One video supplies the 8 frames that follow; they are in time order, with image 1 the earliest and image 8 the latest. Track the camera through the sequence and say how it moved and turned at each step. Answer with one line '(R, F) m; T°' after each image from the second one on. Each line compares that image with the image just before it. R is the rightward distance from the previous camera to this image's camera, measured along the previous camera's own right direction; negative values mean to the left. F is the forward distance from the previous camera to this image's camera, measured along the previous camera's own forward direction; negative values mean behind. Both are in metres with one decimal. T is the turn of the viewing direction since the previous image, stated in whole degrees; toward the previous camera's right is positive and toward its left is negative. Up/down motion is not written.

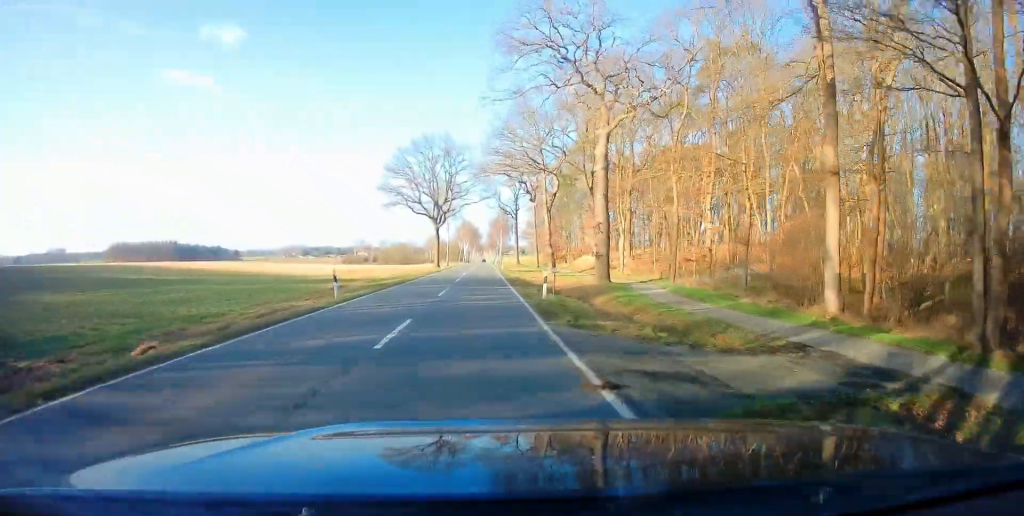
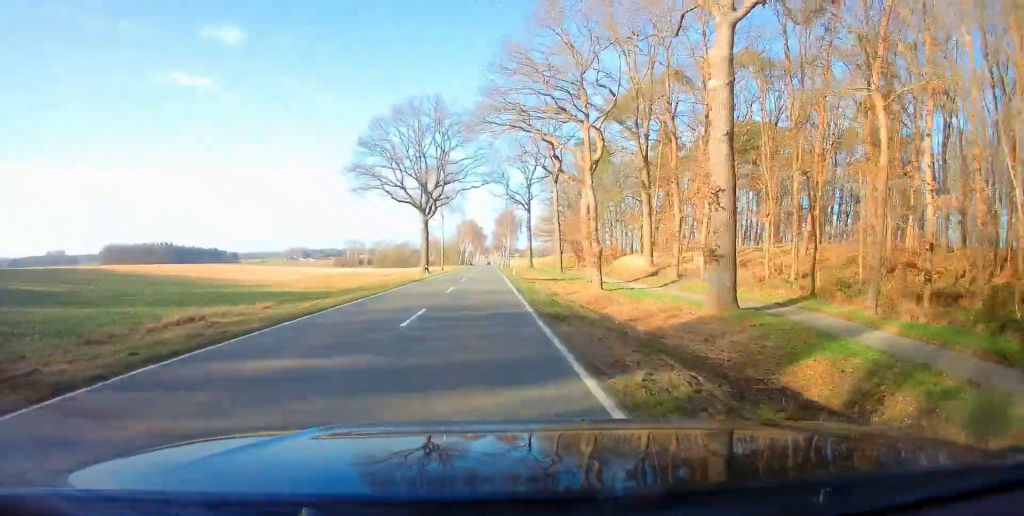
(0.0, +21.0) m; 0°
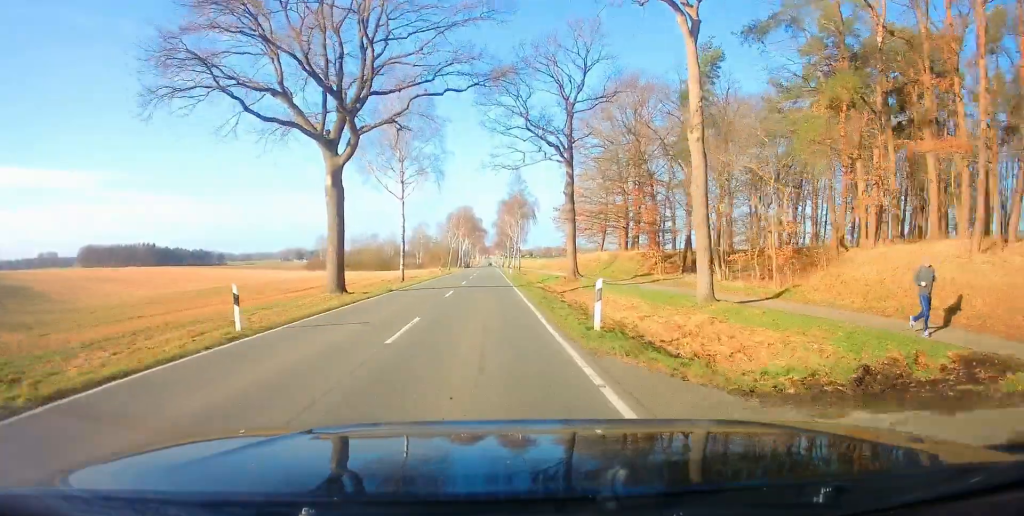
(0.0, +38.1) m; 0°
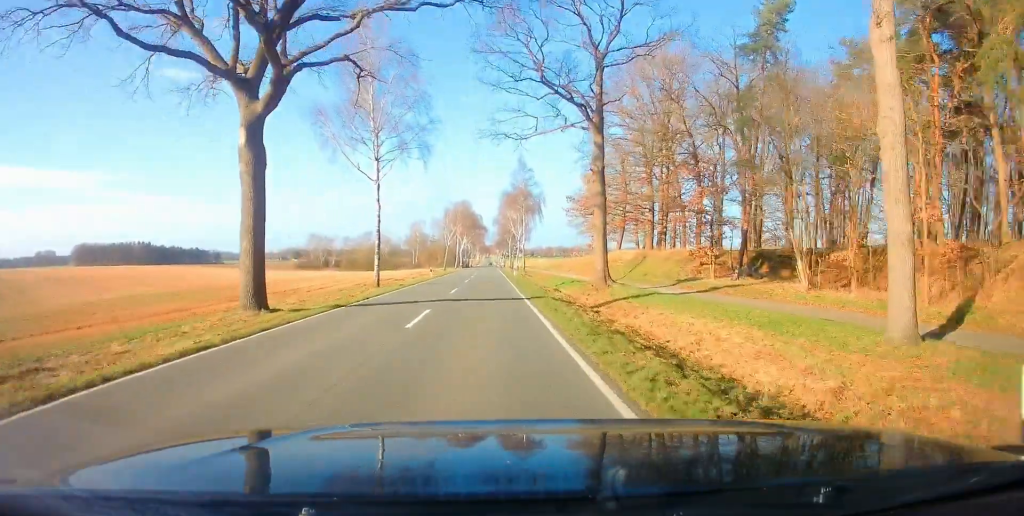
(0.0, +9.9) m; -1°
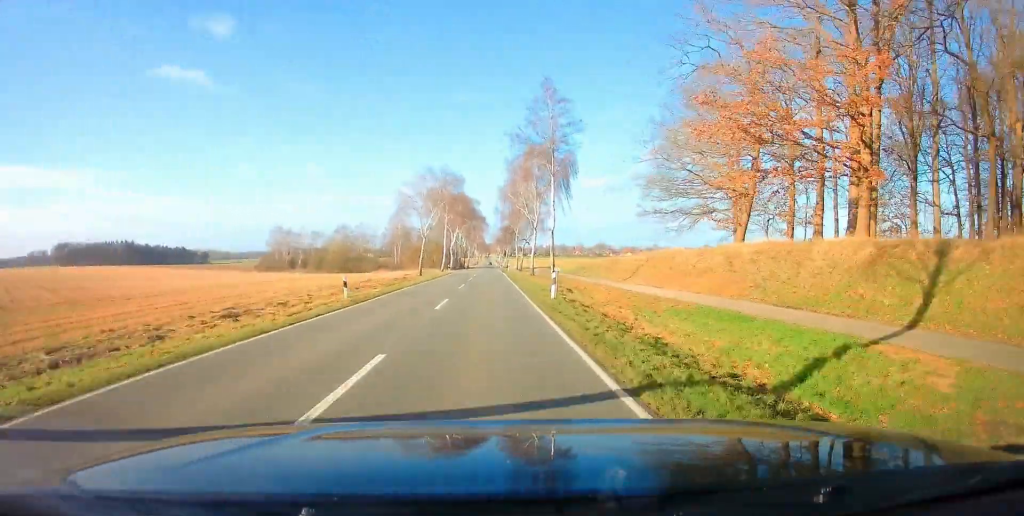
(-0.6, +30.9) m; -1°
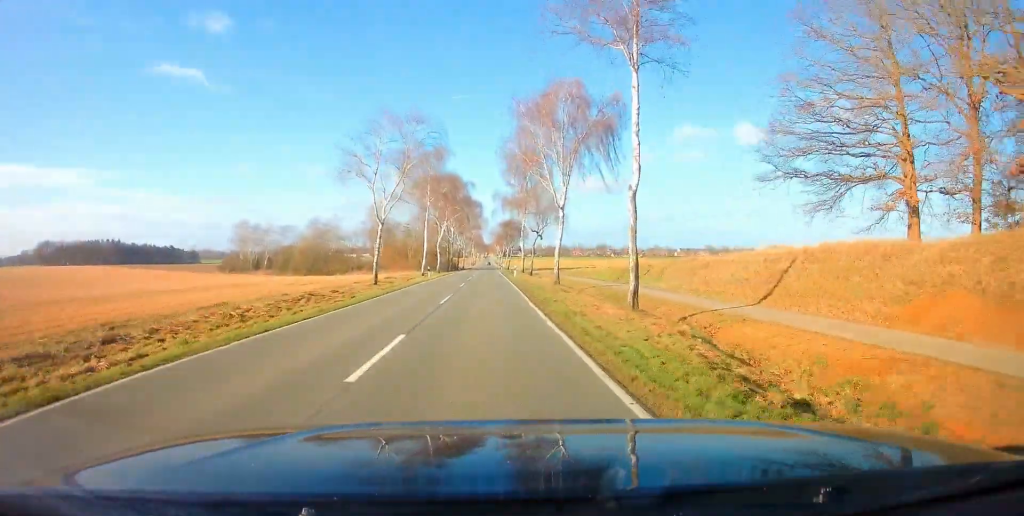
(+0.4, +21.3) m; +1°
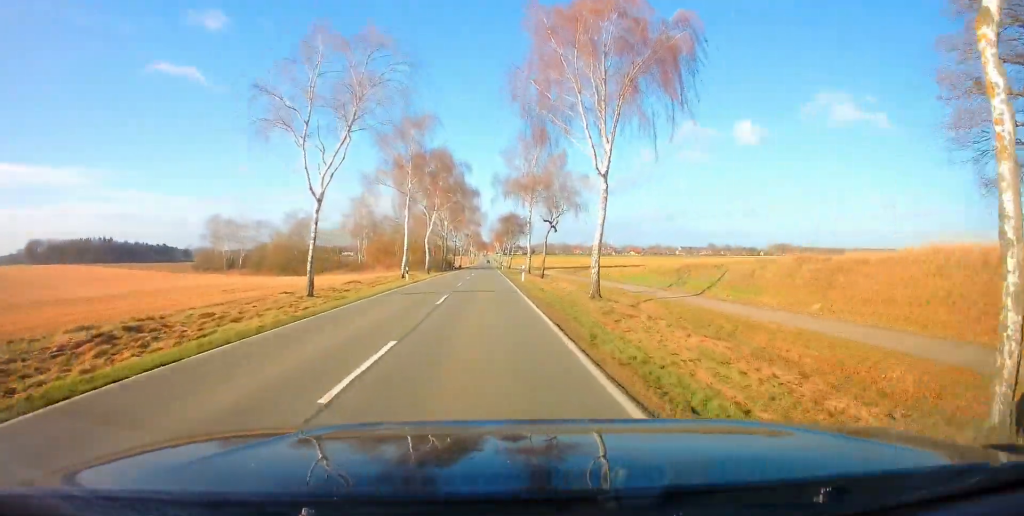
(+0.1, +12.7) m; 0°
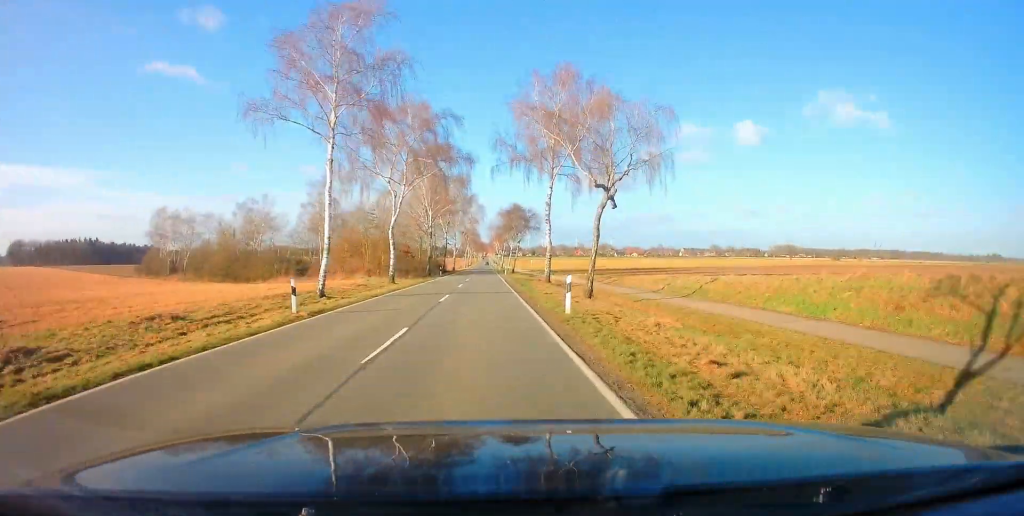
(-0.1, +21.4) m; -1°
